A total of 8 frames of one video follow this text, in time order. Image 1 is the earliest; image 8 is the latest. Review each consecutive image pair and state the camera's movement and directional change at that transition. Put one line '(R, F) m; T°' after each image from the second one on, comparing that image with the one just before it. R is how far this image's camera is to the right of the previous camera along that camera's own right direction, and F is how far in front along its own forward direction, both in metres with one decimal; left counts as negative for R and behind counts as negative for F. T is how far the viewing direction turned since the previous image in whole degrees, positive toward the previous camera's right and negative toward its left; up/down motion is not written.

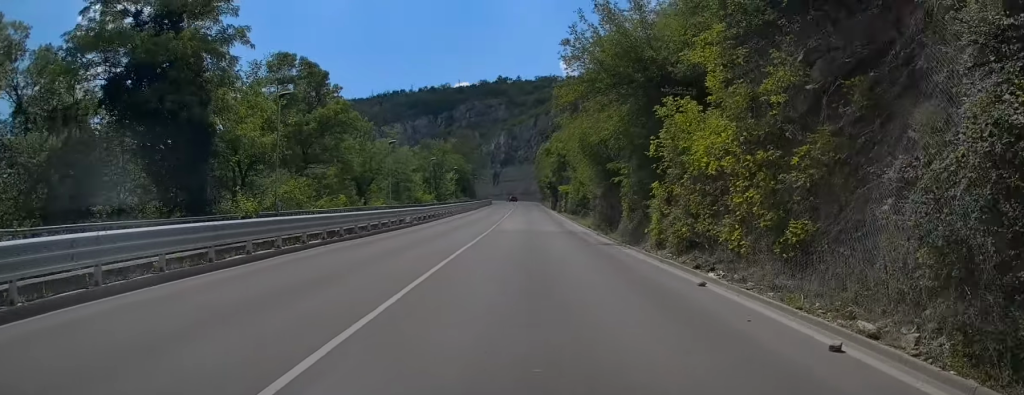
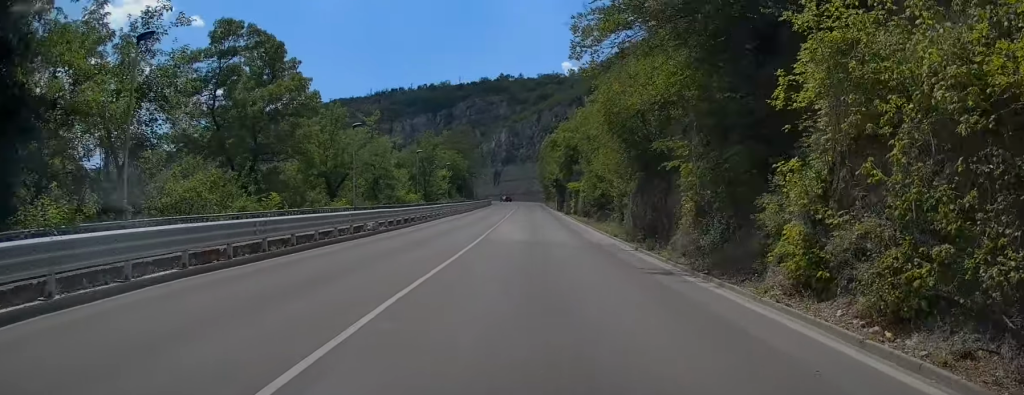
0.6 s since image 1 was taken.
(0.0, +9.3) m; 0°
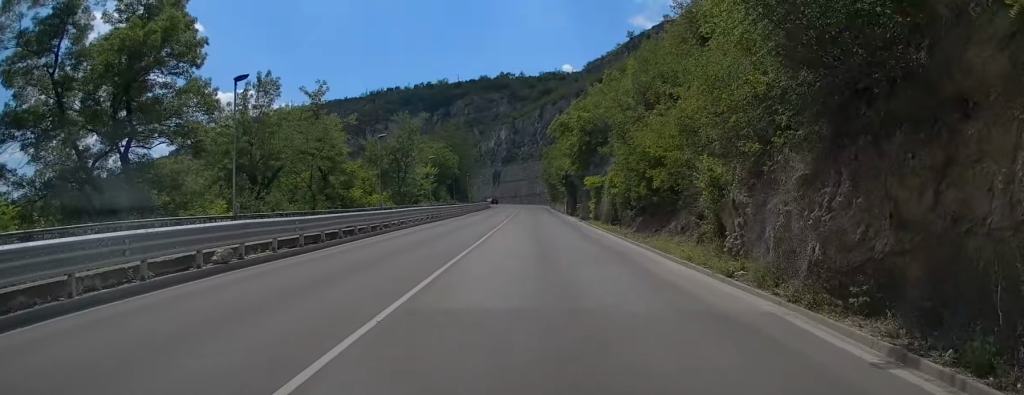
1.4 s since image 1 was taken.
(-0.1, +13.9) m; -1°
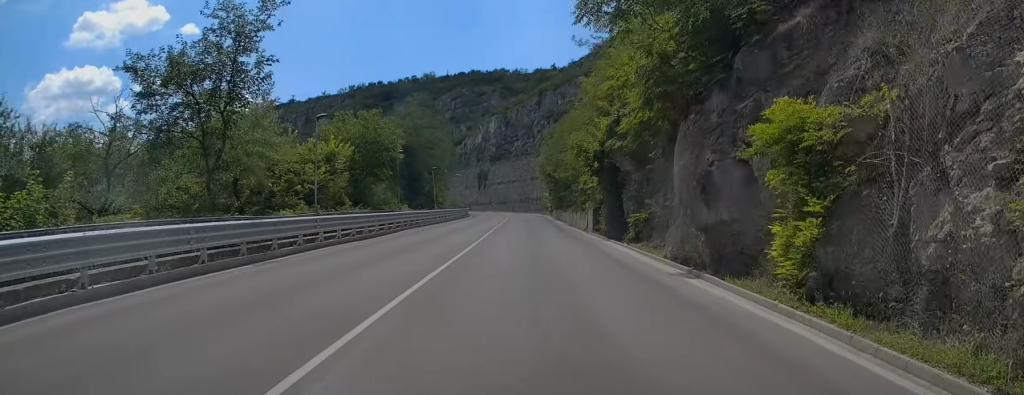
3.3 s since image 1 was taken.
(-0.4, +29.7) m; -1°
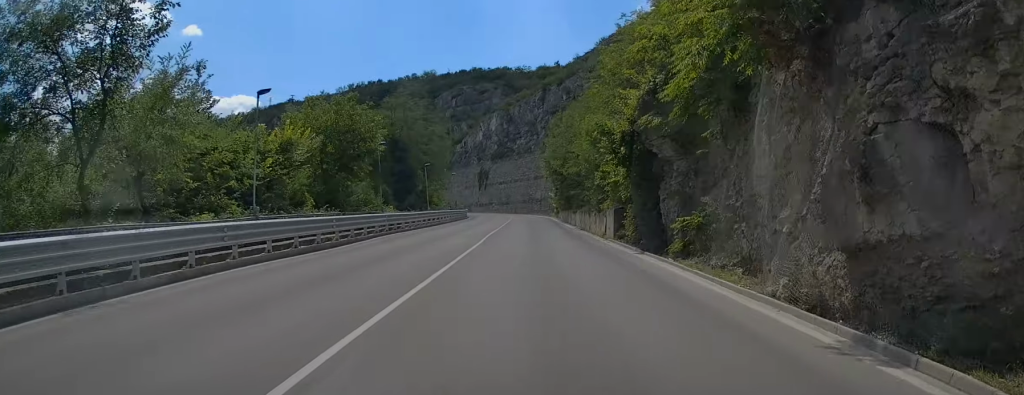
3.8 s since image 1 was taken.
(0.0, +6.7) m; 0°
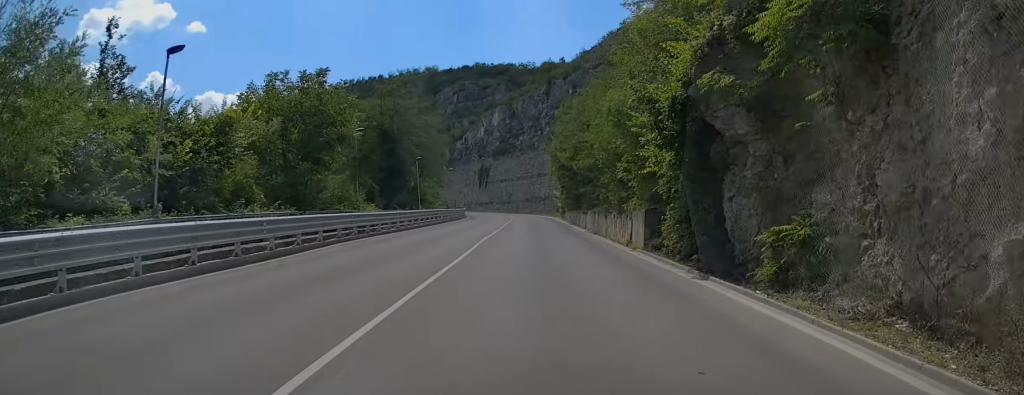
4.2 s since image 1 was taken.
(-0.1, +6.2) m; 0°
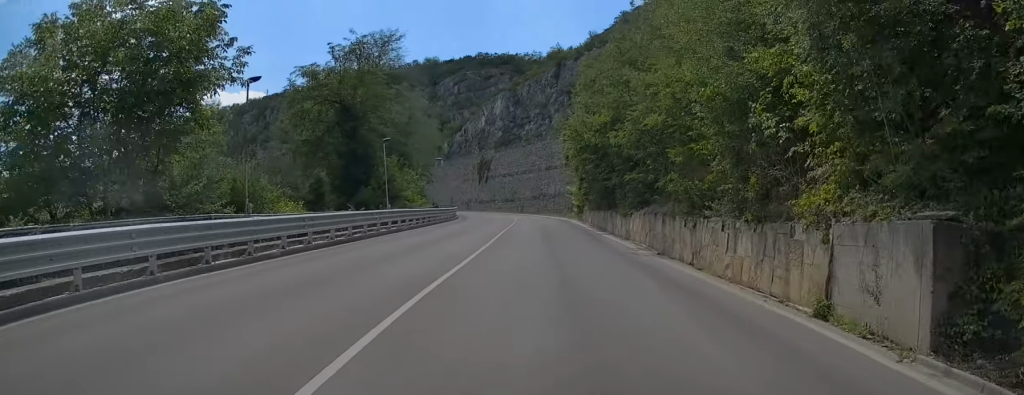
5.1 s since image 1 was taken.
(+0.2, +14.1) m; +2°
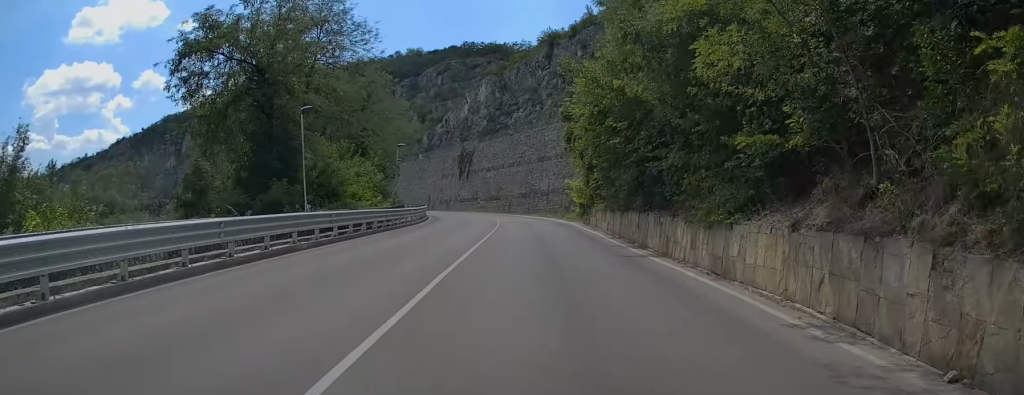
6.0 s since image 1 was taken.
(+0.2, +12.7) m; 0°
